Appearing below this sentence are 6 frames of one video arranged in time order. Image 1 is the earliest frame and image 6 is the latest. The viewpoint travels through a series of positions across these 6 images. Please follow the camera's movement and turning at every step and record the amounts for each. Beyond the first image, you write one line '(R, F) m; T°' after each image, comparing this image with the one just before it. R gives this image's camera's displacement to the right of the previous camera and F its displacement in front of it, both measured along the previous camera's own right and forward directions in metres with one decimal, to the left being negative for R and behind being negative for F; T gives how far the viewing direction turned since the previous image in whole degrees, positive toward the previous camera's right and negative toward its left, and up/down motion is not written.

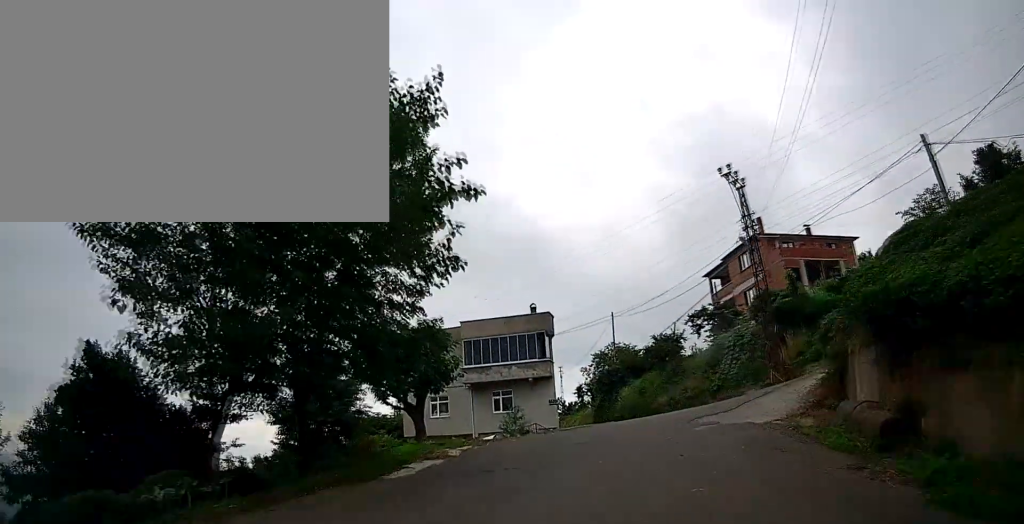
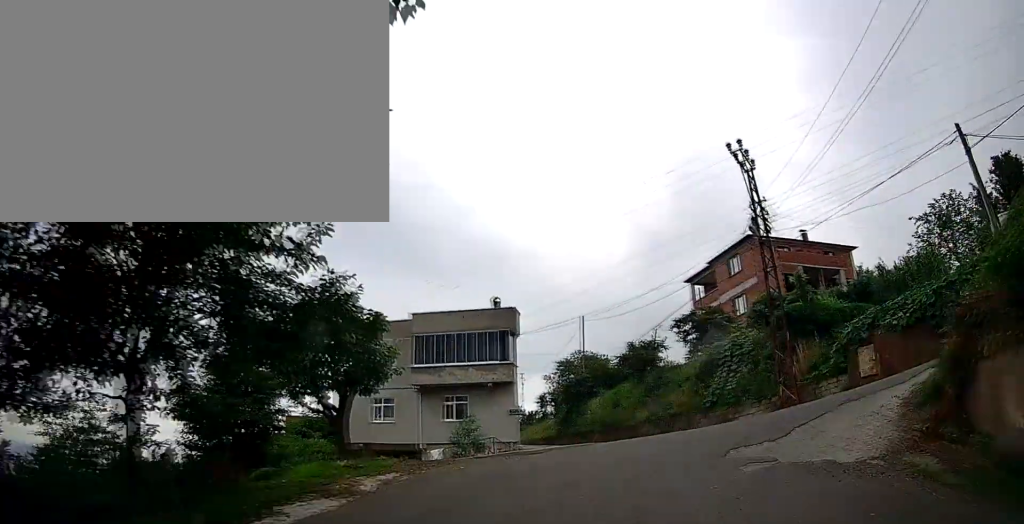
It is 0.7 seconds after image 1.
(+0.2, +4.4) m; +5°
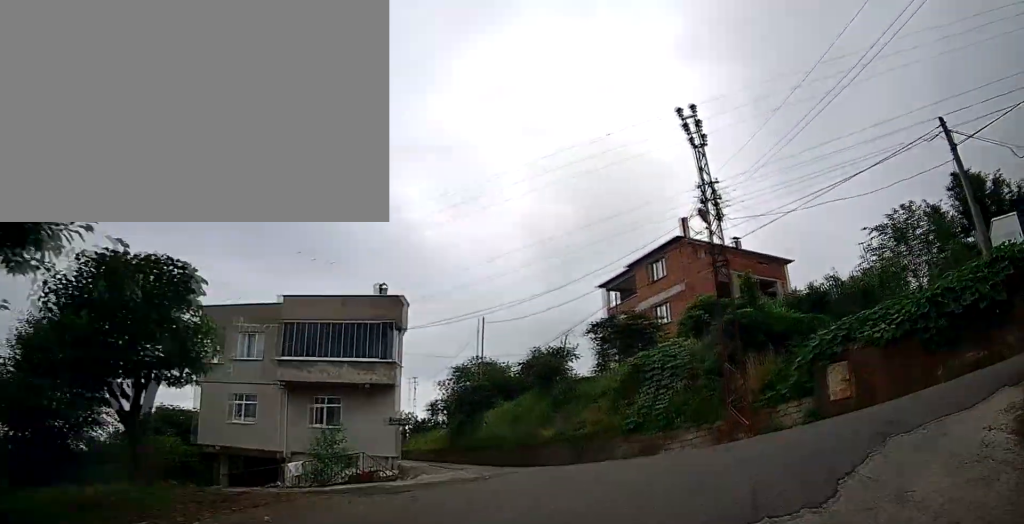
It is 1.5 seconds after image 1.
(+0.3, +4.4) m; +12°
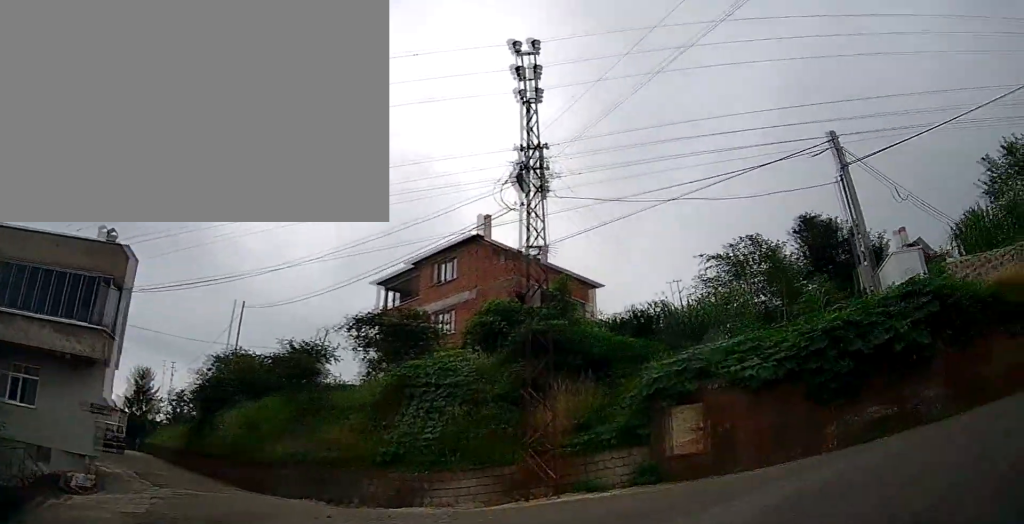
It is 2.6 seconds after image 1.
(+1.0, +4.6) m; +29°
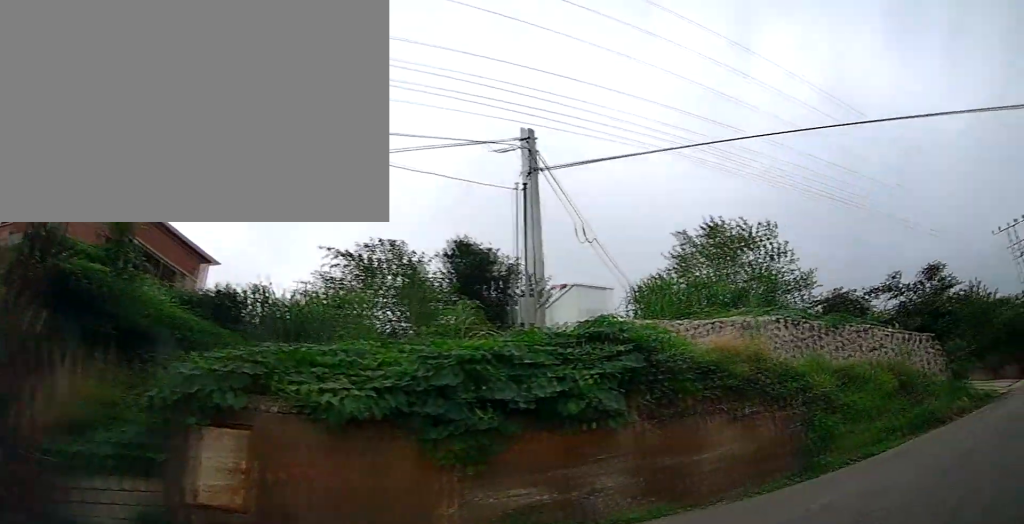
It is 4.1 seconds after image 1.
(+1.6, +4.2) m; +50°
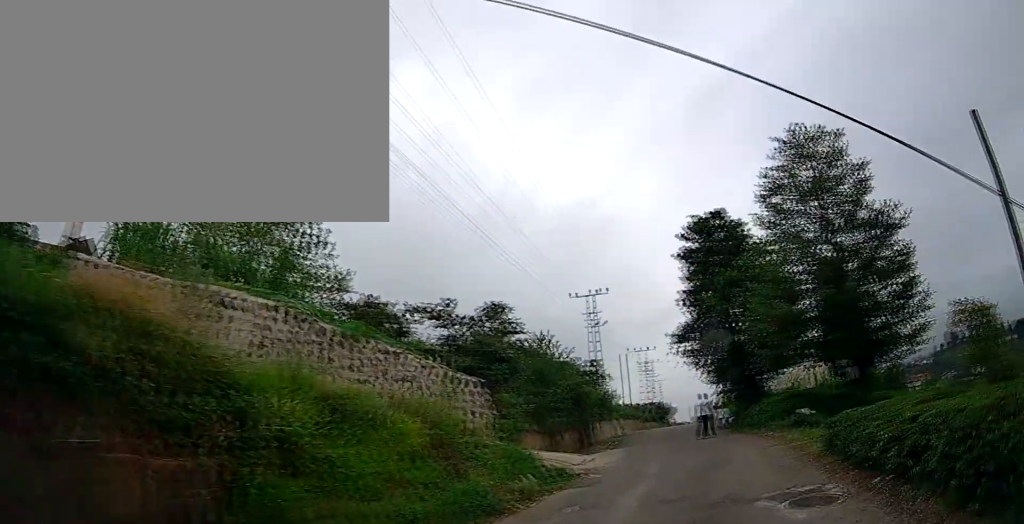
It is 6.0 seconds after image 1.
(+2.4, +5.4) m; +39°
